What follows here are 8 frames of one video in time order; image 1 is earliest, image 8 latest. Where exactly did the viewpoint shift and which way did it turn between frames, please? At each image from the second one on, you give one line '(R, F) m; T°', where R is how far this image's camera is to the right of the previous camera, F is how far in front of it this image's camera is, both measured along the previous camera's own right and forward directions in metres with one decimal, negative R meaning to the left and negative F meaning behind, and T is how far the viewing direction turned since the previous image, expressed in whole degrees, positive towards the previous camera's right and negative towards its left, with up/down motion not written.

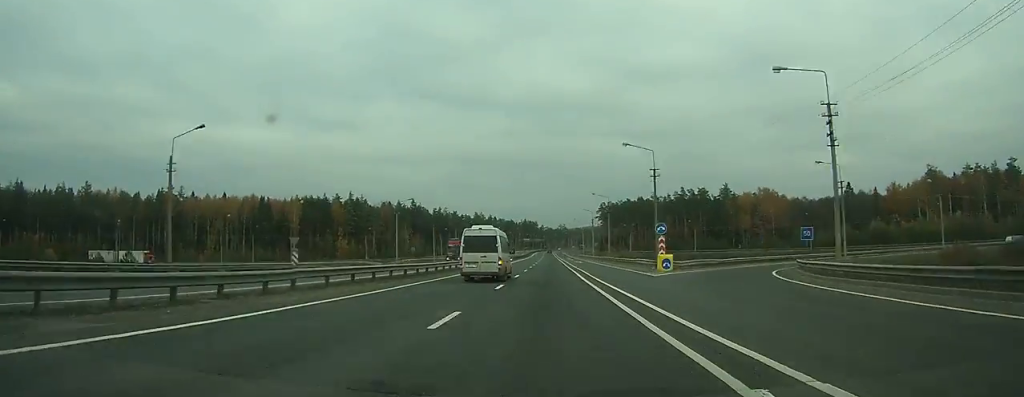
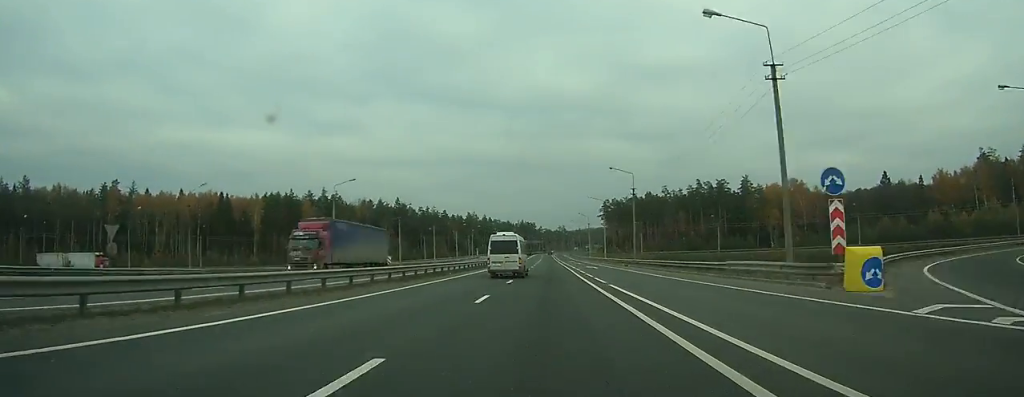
(0.0, +30.0) m; 0°
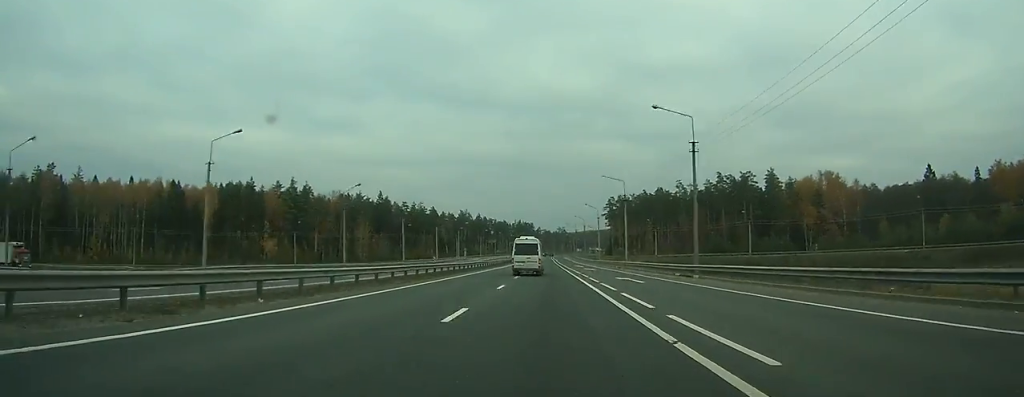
(+0.1, +27.5) m; 0°
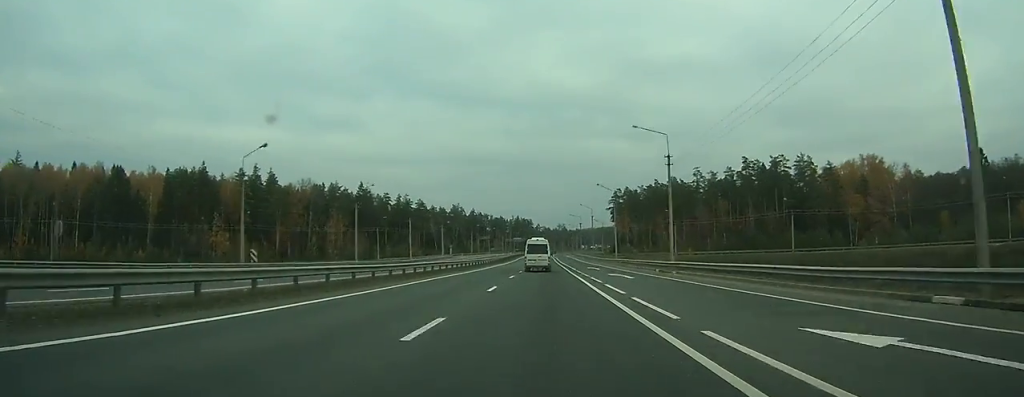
(0.0, +26.4) m; 0°
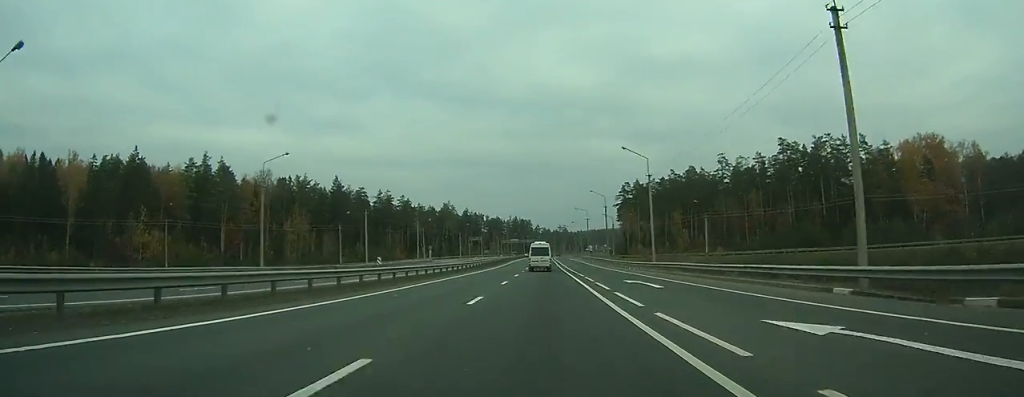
(0.0, +28.7) m; 0°
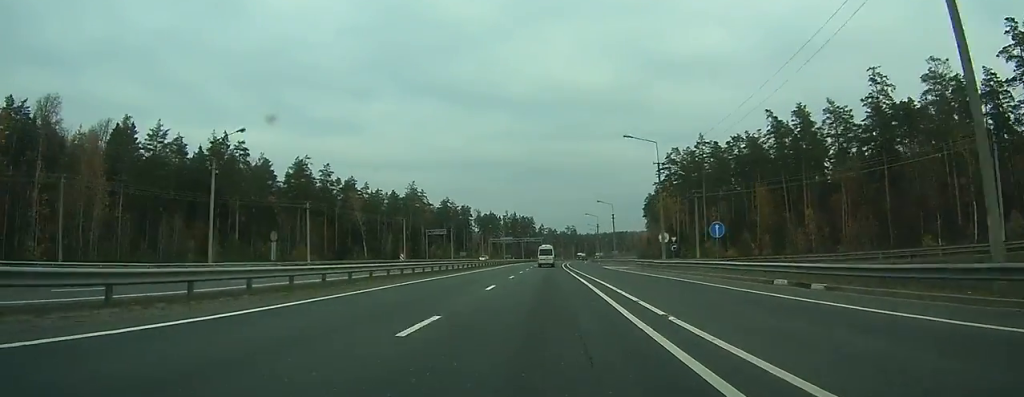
(-0.6, +82.9) m; 0°
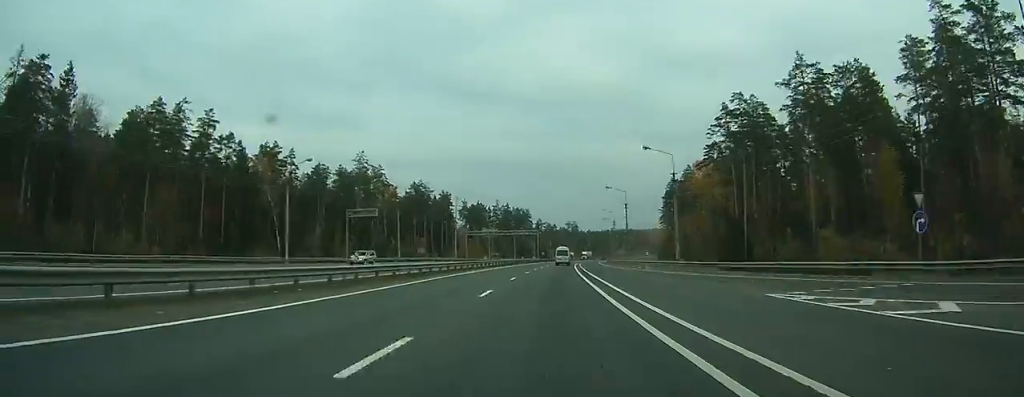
(0.0, +52.0) m; 0°
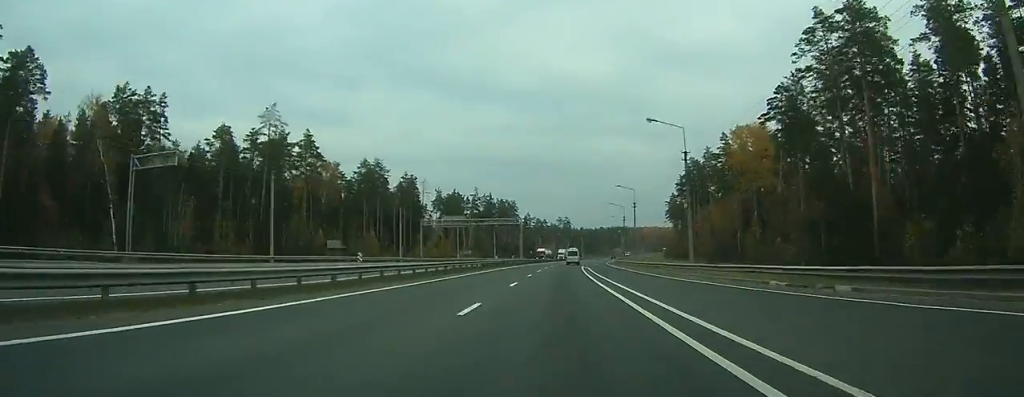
(+0.1, +43.0) m; +1°
